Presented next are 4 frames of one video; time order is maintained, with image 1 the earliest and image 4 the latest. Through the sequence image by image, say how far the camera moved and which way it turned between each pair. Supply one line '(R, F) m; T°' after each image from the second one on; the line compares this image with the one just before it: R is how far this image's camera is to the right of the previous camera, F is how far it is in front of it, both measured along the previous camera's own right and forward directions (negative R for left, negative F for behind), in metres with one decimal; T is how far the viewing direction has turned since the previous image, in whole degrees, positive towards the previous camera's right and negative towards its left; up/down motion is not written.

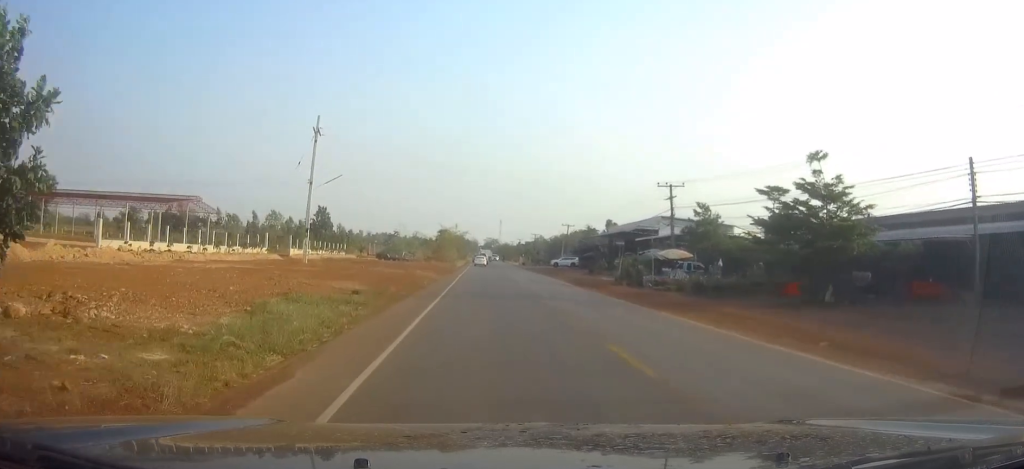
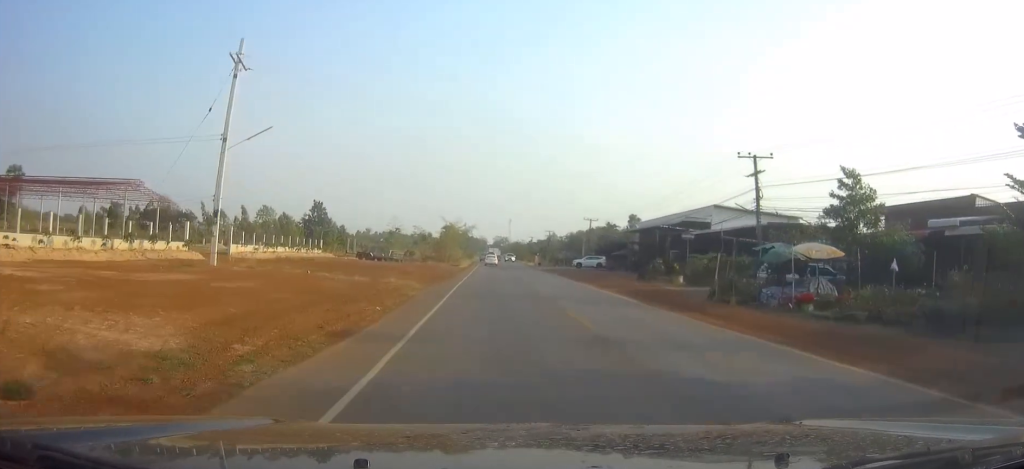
(-0.1, +18.6) m; 0°
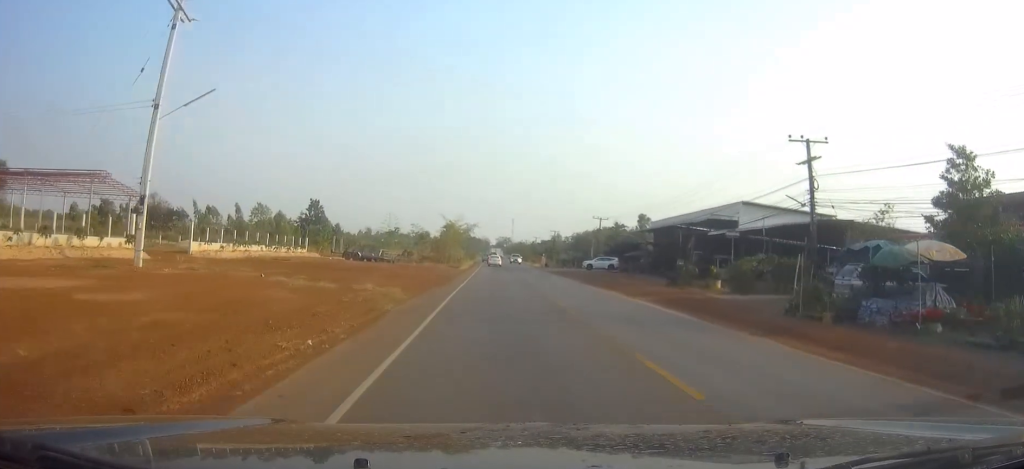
(-0.1, +7.5) m; 0°
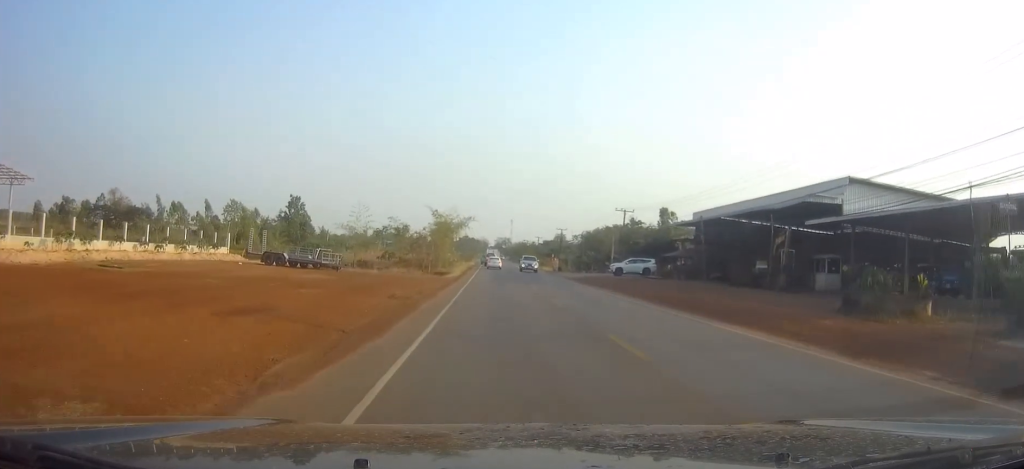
(+0.2, +21.0) m; +1°
